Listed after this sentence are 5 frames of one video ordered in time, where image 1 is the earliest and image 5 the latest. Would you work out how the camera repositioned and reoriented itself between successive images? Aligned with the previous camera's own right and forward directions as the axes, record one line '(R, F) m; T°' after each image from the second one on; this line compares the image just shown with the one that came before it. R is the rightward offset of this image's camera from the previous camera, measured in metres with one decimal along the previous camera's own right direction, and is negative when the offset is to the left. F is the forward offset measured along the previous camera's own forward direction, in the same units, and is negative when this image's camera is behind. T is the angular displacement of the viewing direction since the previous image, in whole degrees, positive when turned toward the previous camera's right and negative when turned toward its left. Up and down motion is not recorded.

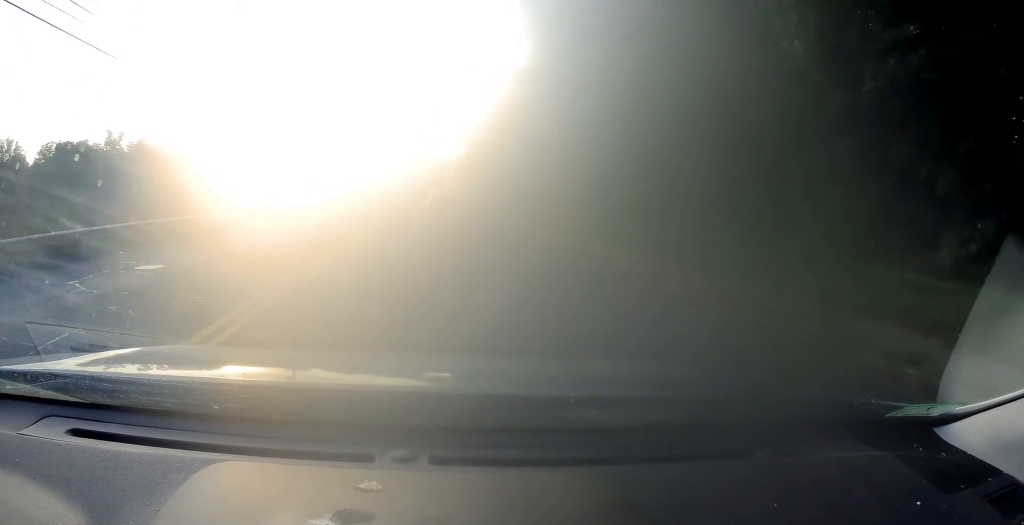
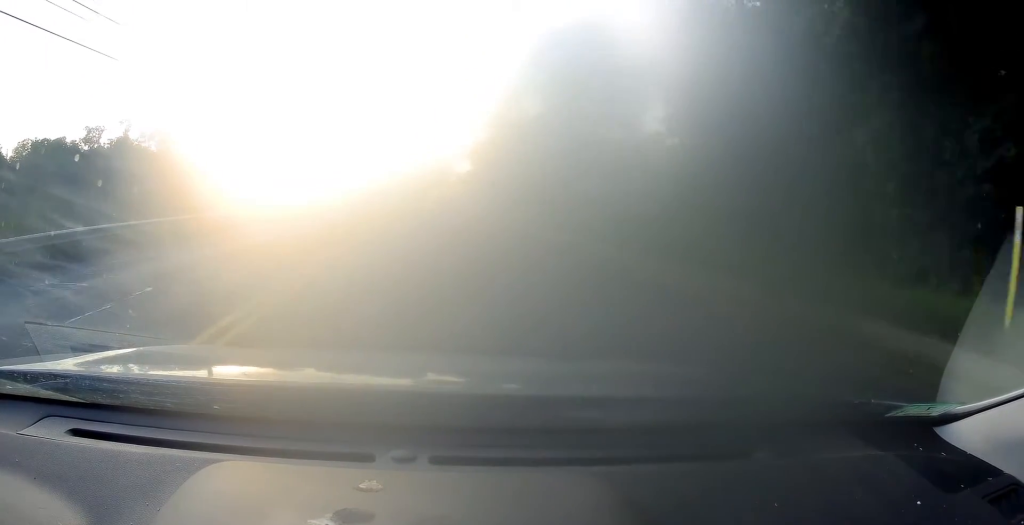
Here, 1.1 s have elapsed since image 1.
(-0.1, +19.9) m; -1°
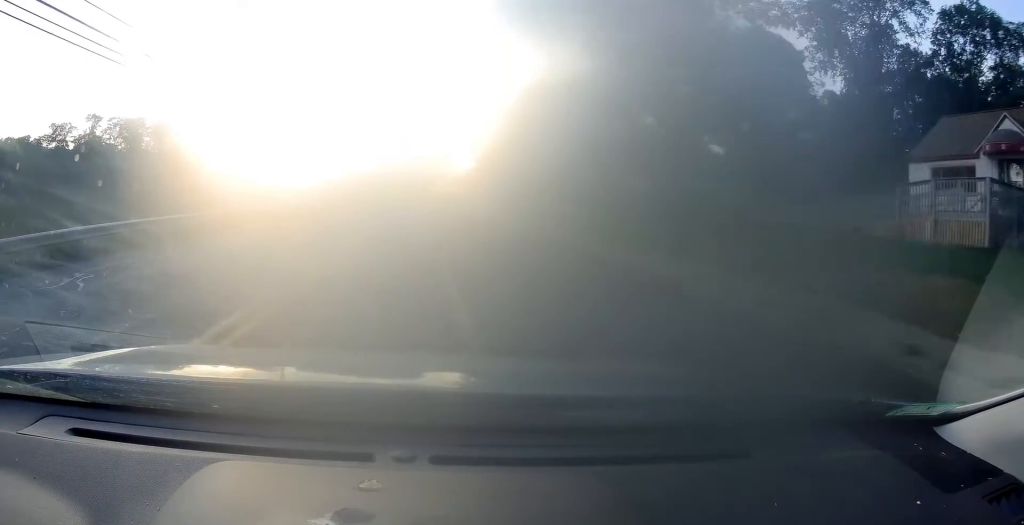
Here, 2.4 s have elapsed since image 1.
(-0.1, +23.1) m; +2°
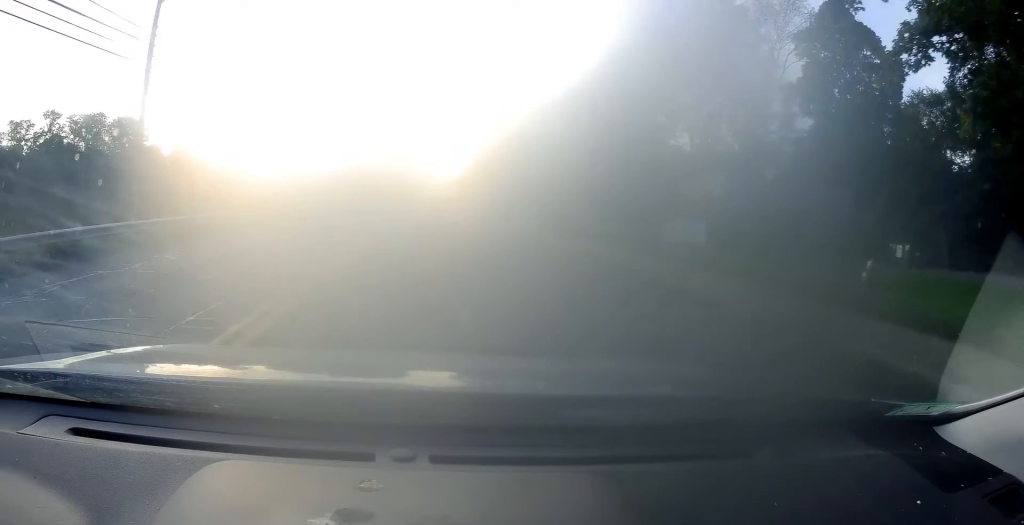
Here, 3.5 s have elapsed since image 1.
(+0.8, +19.1) m; +3°
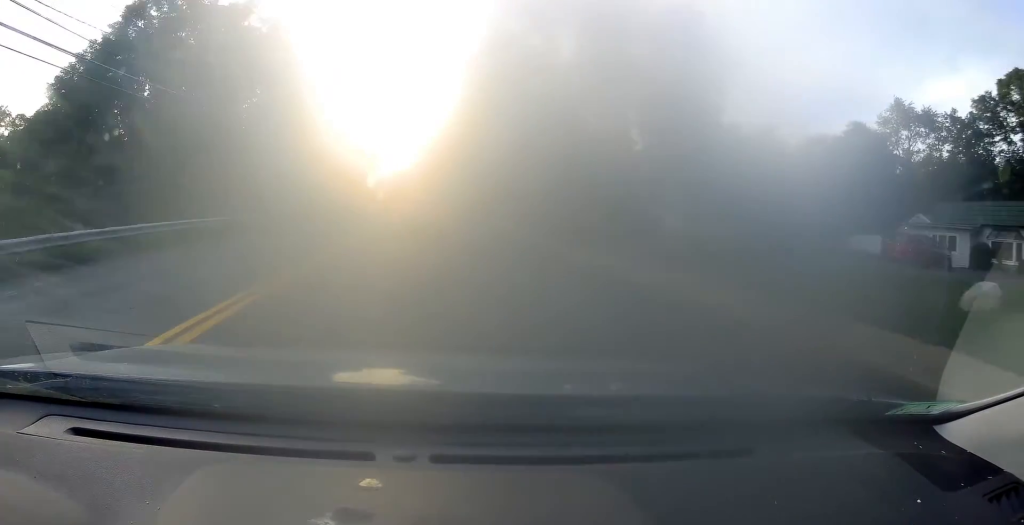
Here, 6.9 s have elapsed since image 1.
(+1.1, +58.4) m; +5°
